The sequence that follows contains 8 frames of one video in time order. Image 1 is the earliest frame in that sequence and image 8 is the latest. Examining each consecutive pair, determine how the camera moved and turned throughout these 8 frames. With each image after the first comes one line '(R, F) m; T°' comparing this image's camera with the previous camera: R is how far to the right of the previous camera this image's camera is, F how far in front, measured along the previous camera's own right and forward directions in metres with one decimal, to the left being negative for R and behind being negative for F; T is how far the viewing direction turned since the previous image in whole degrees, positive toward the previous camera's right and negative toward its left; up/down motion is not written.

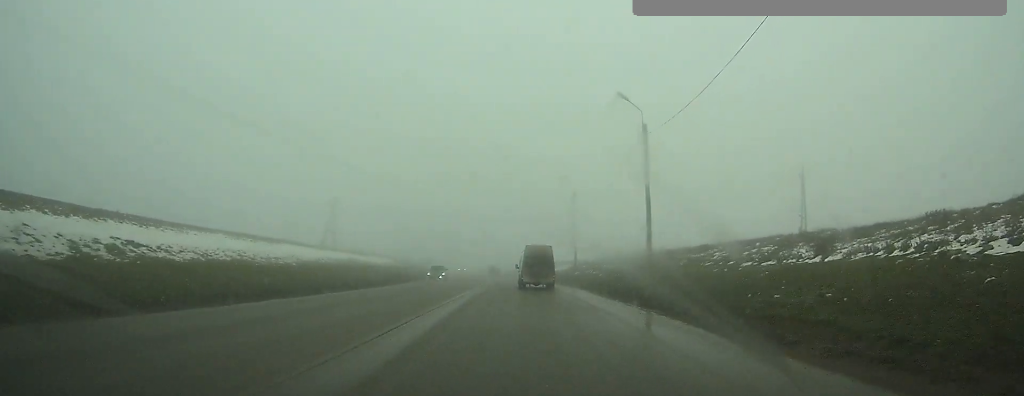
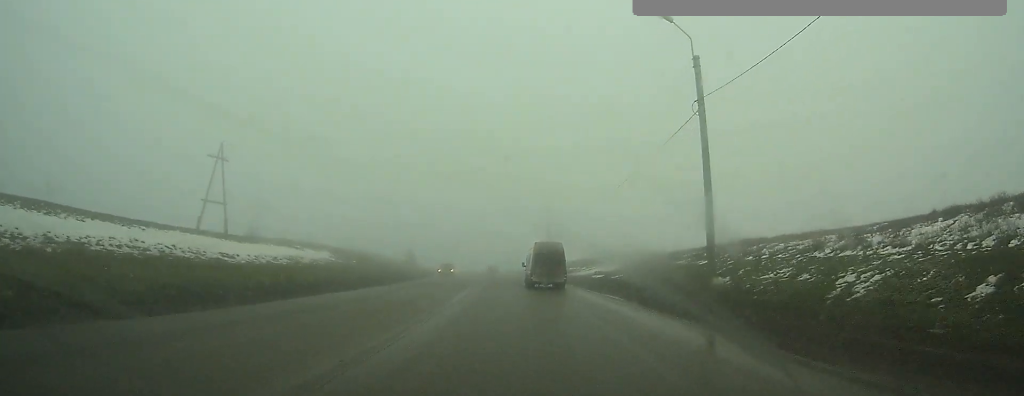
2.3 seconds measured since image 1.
(-0.2, +38.3) m; -1°
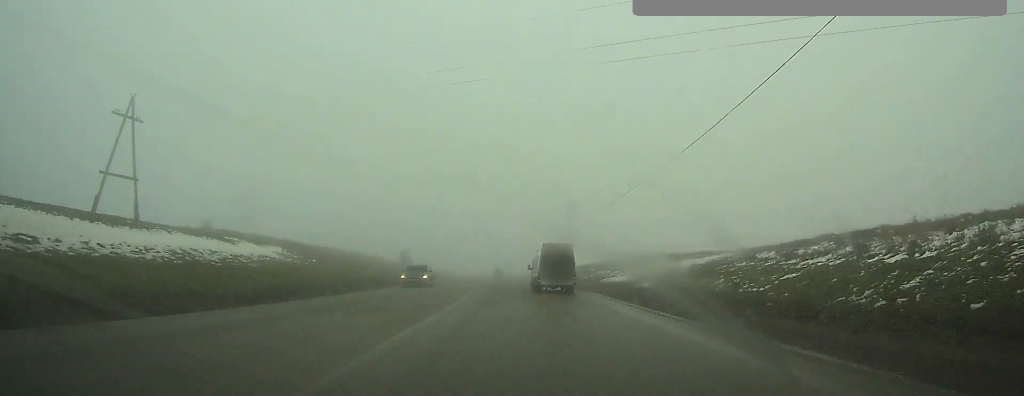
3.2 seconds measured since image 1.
(-0.1, +15.0) m; -1°
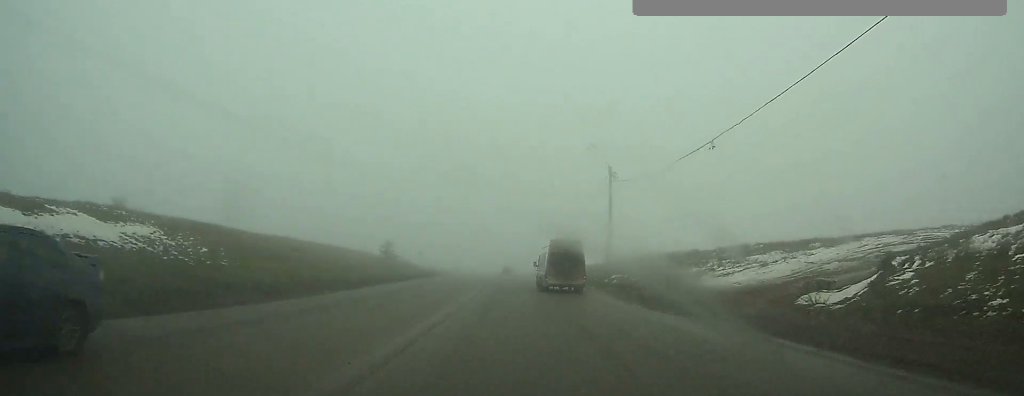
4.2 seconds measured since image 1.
(-0.1, +18.1) m; -1°
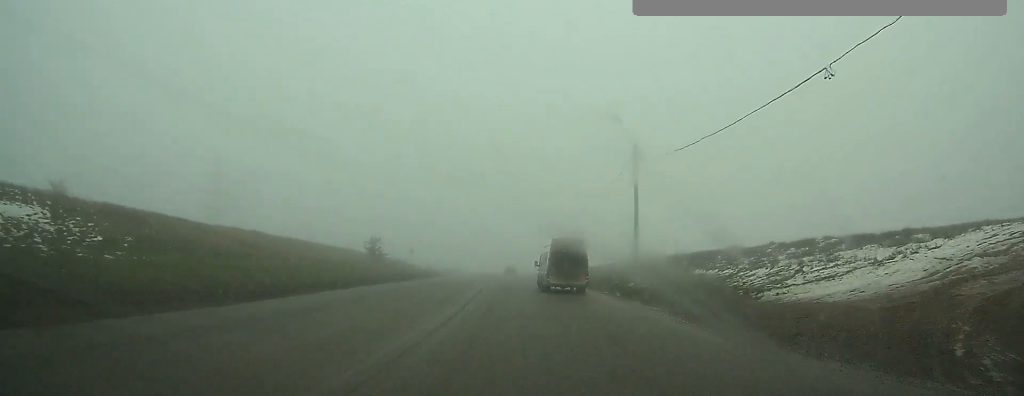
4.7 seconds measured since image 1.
(-0.1, +8.2) m; 0°
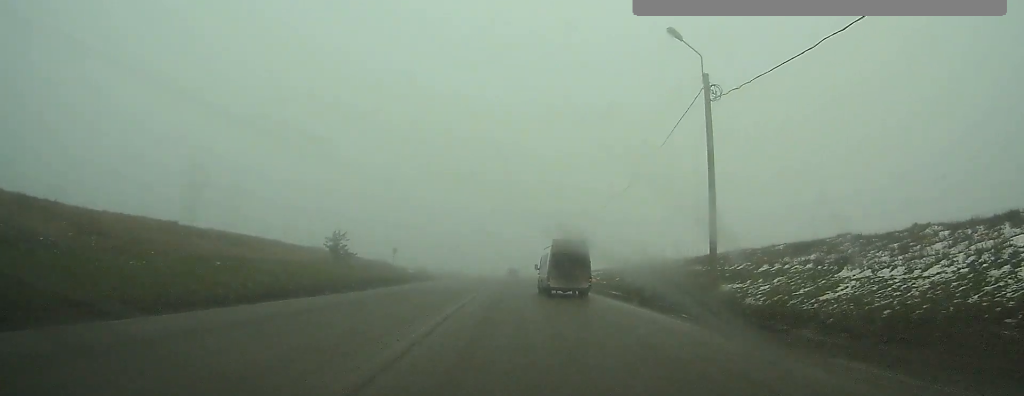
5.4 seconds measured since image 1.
(0.0, +13.5) m; 0°
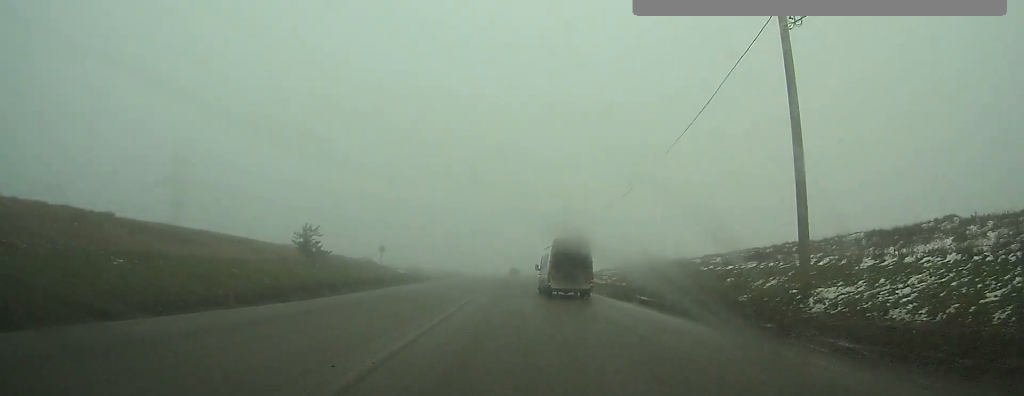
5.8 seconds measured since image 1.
(0.0, +7.1) m; 0°
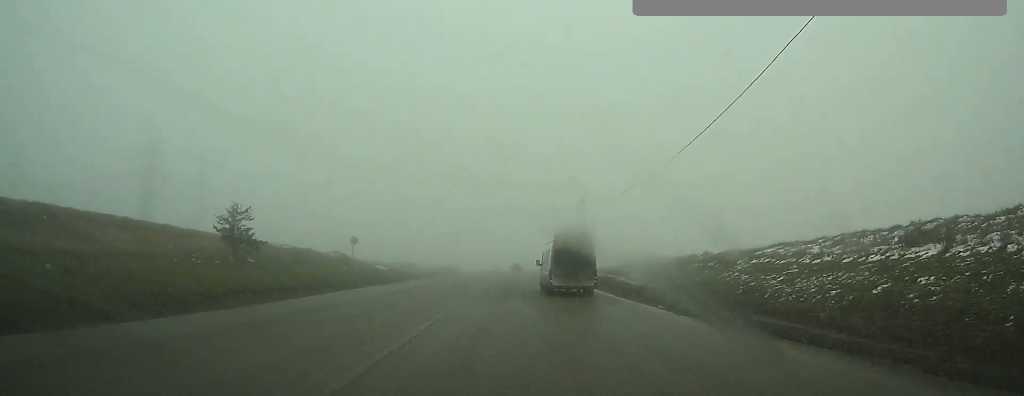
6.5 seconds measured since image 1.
(-0.1, +11.3) m; 0°
